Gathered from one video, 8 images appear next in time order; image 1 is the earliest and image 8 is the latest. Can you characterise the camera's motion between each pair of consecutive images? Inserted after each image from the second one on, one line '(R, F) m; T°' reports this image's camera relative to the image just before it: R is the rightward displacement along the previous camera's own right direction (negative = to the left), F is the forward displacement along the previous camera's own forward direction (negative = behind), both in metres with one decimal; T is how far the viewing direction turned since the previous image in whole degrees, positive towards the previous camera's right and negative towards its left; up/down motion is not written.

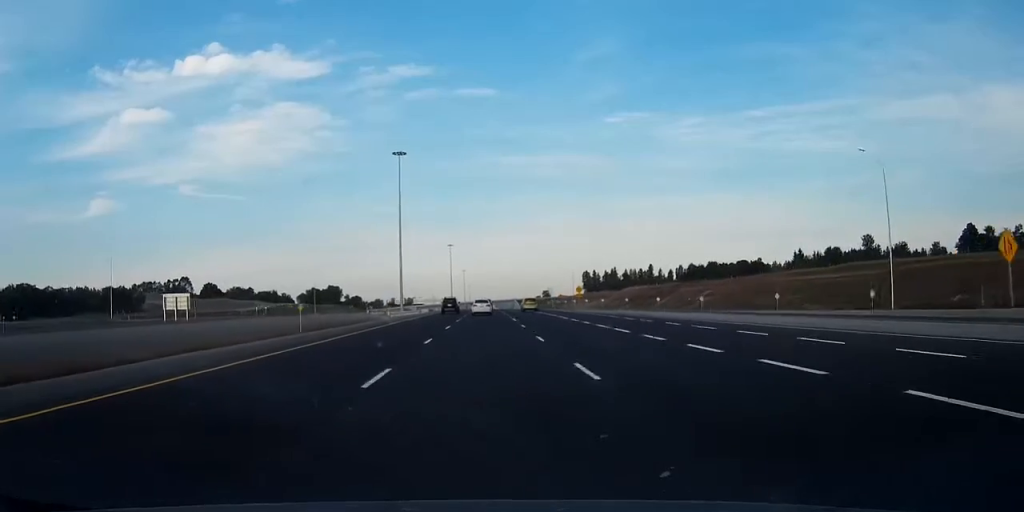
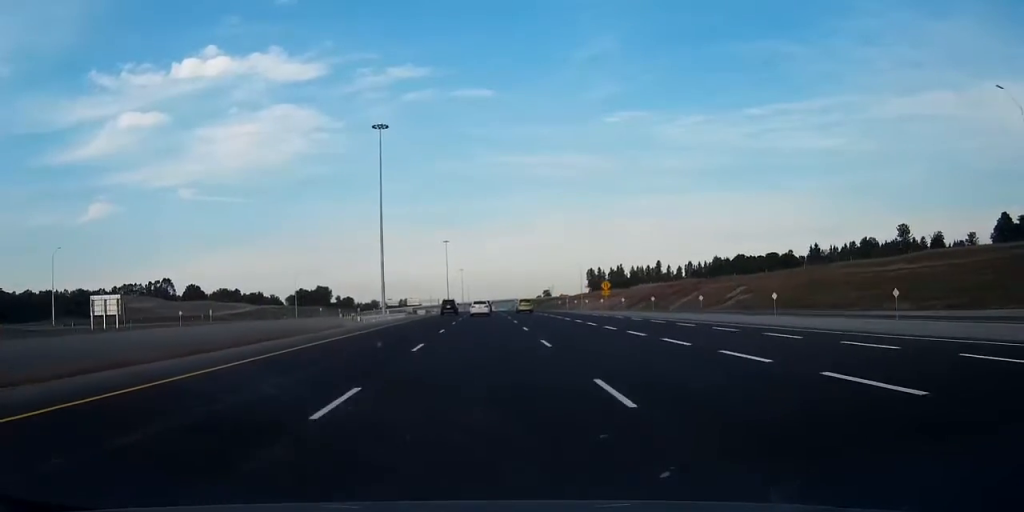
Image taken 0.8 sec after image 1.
(-0.1, +27.0) m; 0°
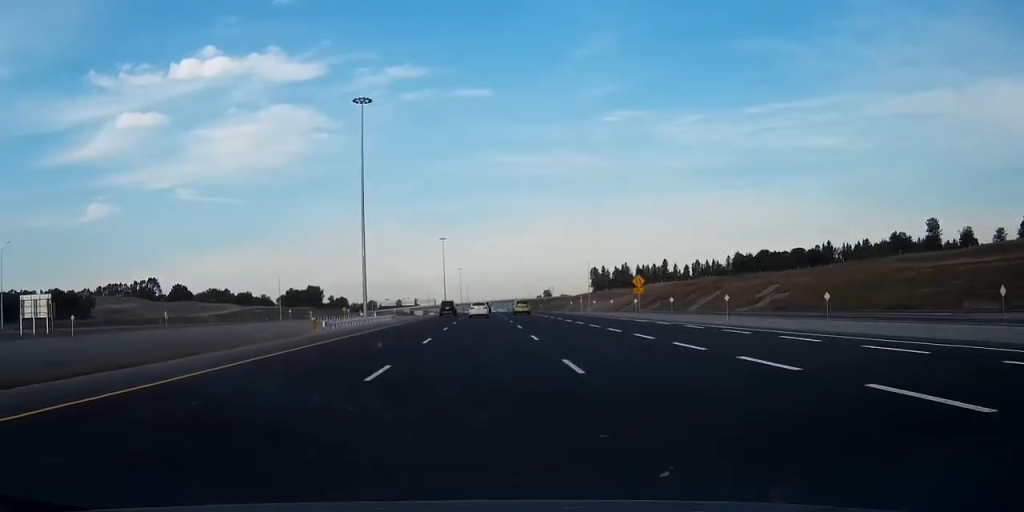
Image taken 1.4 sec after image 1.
(0.0, +19.4) m; 0°
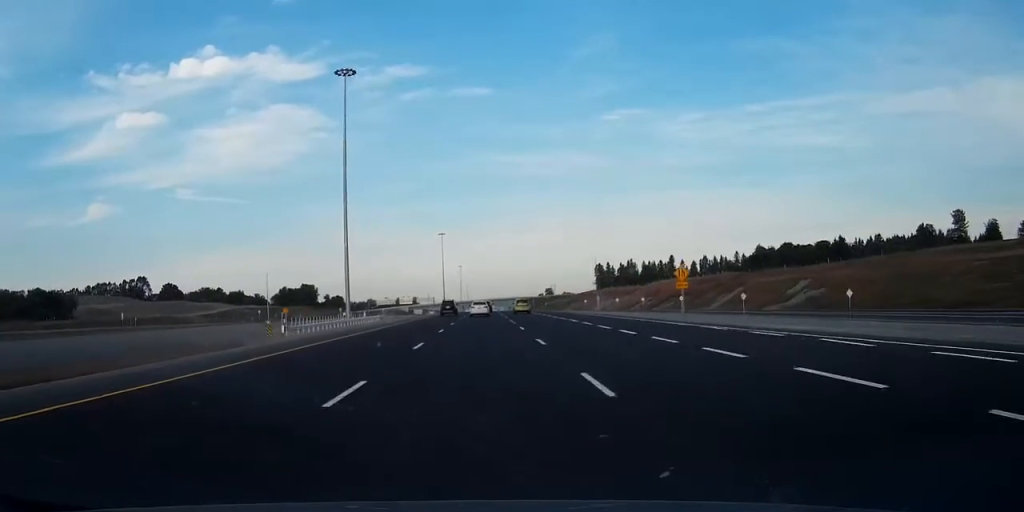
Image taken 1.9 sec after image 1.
(0.0, +15.1) m; 0°
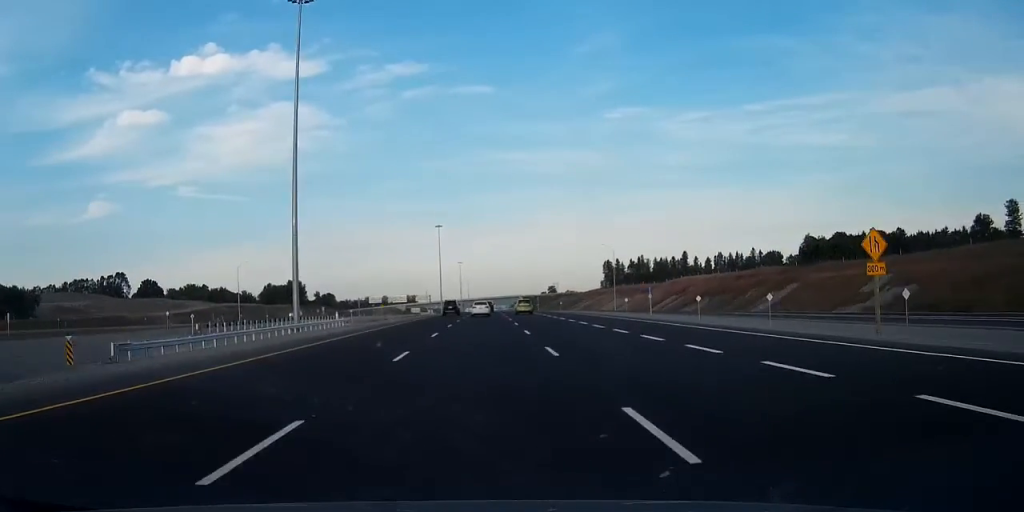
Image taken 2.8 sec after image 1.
(0.0, +28.1) m; 0°
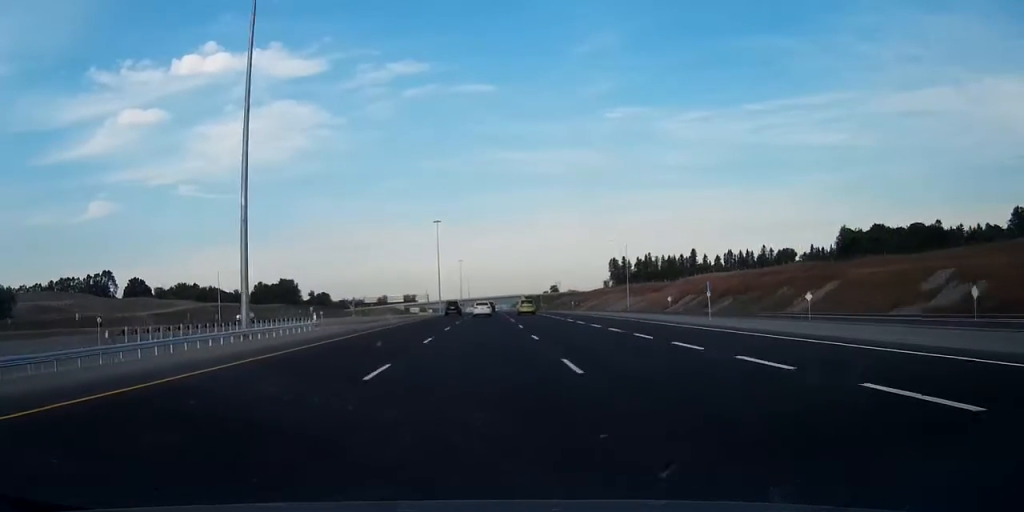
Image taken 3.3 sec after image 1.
(0.0, +16.2) m; 0°
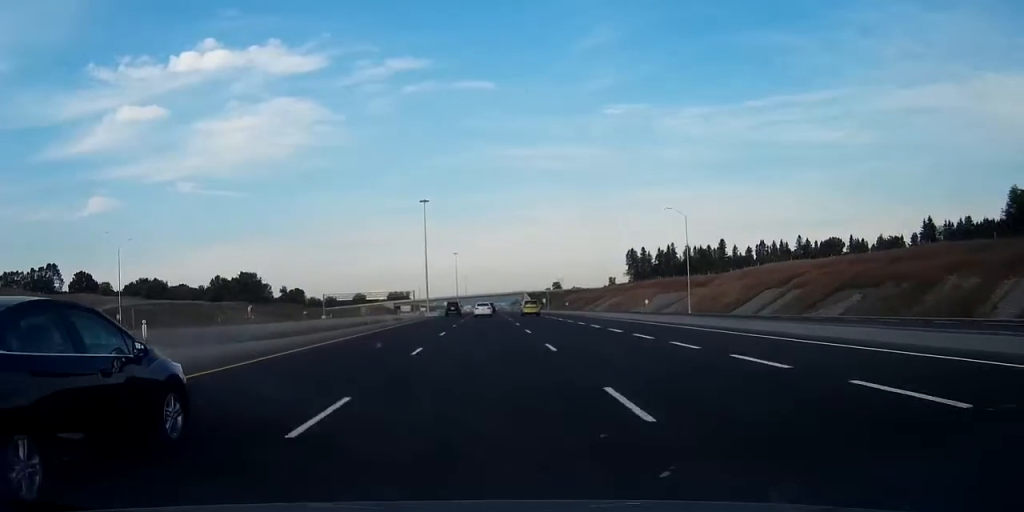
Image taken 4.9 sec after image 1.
(0.0, +53.2) m; 0°
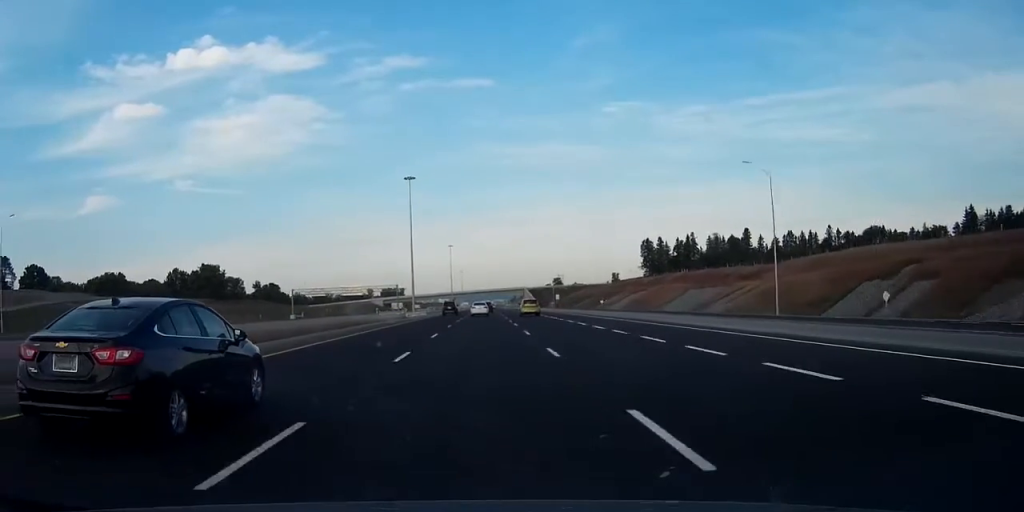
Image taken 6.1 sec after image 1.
(+0.1, +38.2) m; 0°
